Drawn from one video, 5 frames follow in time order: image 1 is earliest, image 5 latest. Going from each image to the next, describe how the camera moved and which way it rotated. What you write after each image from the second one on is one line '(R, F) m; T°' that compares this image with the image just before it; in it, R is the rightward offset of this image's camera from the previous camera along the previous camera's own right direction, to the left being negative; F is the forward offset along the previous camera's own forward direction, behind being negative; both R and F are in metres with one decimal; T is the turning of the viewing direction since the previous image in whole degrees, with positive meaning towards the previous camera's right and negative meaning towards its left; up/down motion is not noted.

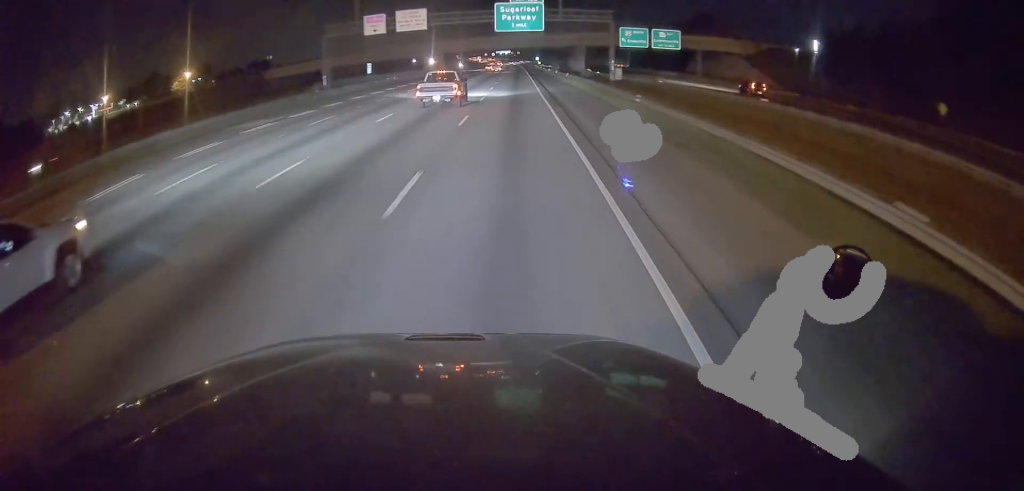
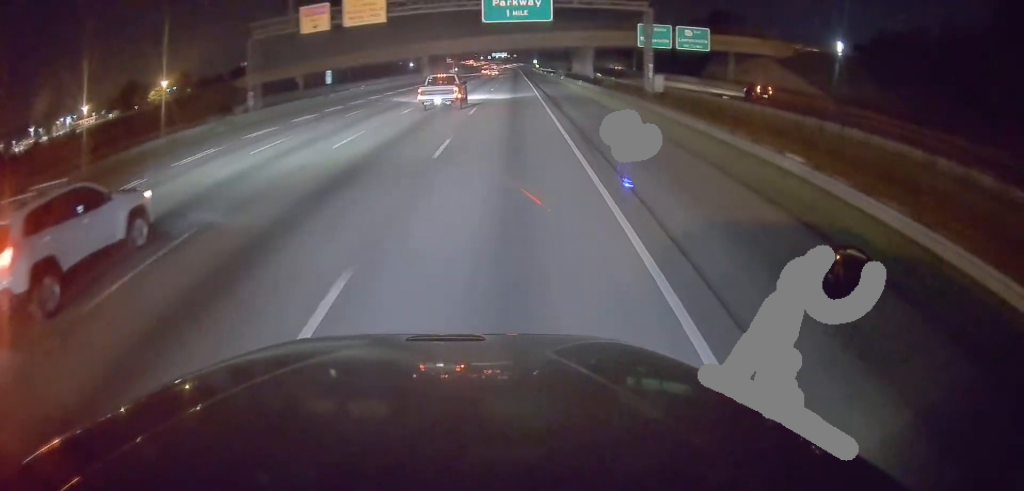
(+0.3, +18.7) m; 0°
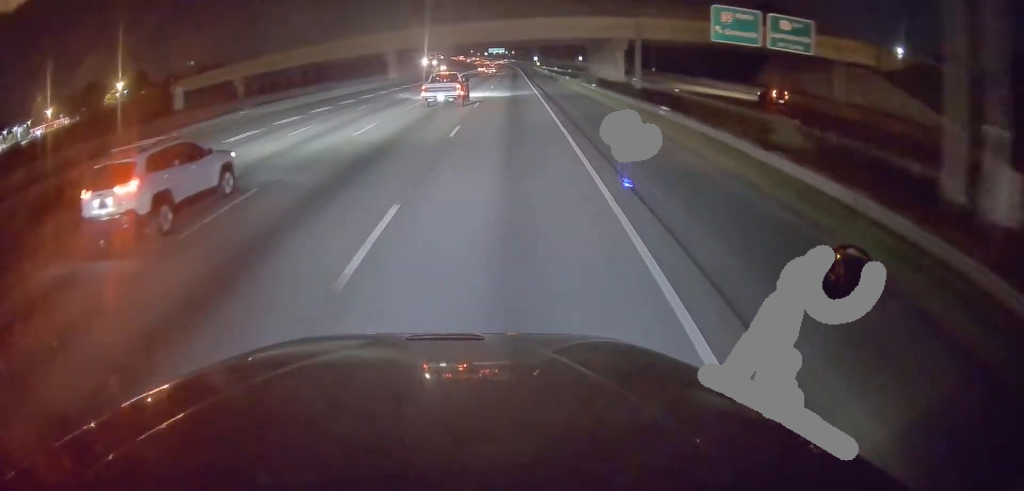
(-0.1, +33.3) m; 0°
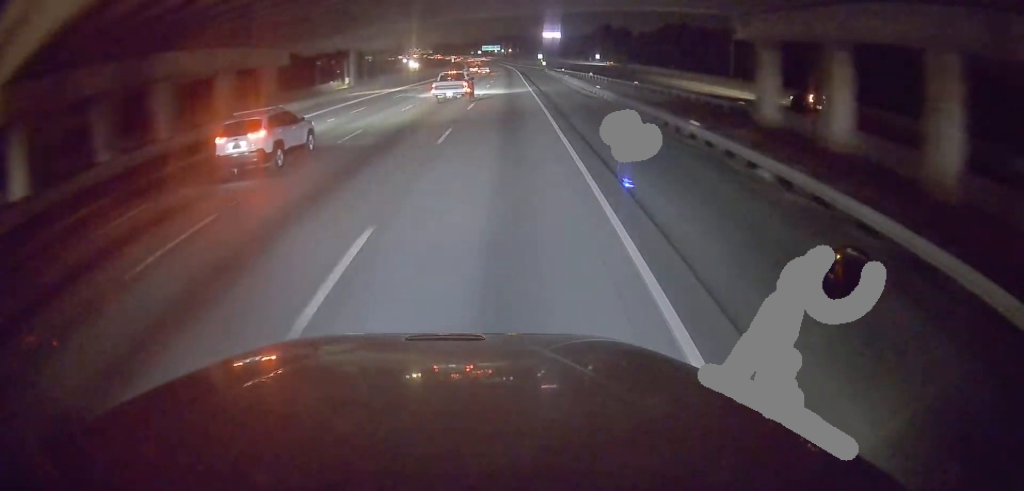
(+1.7, +74.0) m; +2°
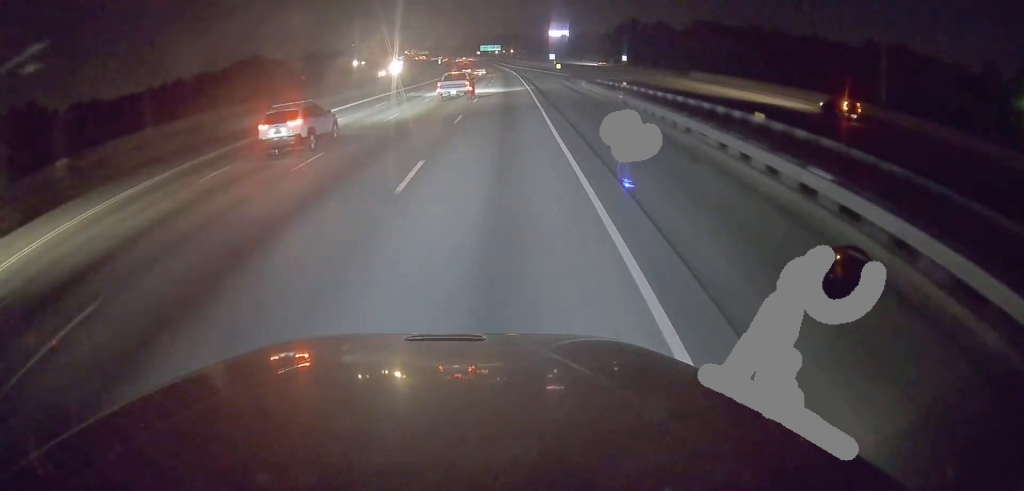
(-0.8, +55.1) m; -1°
